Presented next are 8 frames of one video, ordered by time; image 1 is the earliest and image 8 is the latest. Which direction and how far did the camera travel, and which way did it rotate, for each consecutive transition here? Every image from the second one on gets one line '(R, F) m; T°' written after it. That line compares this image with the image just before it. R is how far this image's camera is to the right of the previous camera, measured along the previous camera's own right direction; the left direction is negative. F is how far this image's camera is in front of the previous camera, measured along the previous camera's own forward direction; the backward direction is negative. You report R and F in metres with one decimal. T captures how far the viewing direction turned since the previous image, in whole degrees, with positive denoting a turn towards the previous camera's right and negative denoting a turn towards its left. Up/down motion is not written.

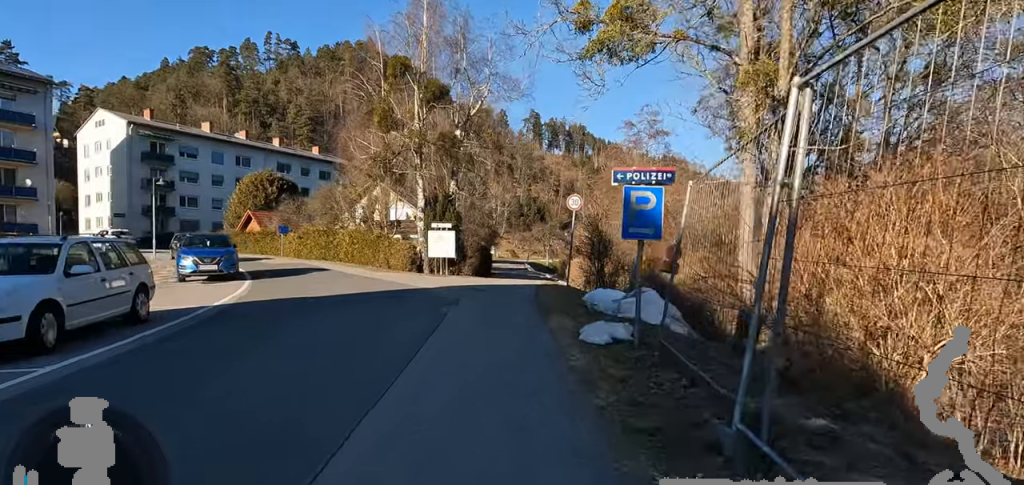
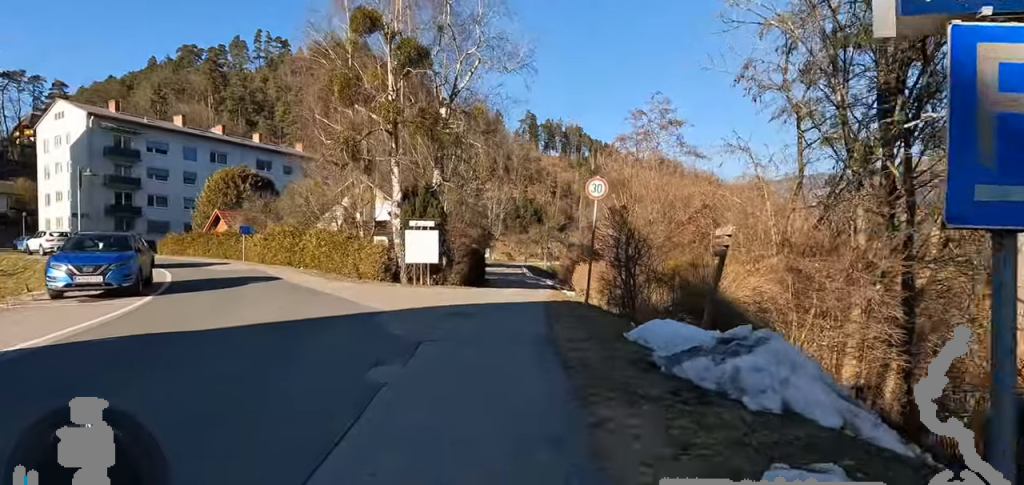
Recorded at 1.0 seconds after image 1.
(-0.4, +4.6) m; +4°
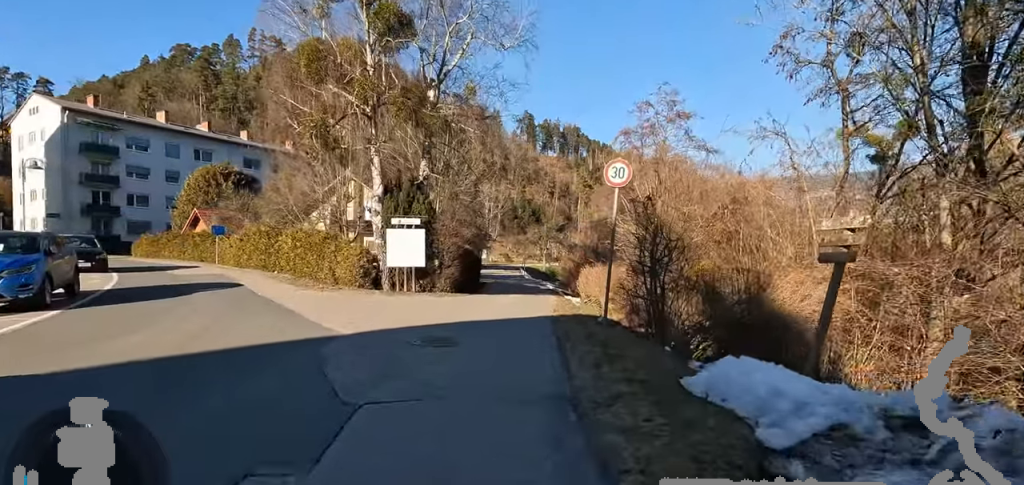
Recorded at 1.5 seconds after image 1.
(+0.4, +2.8) m; +7°
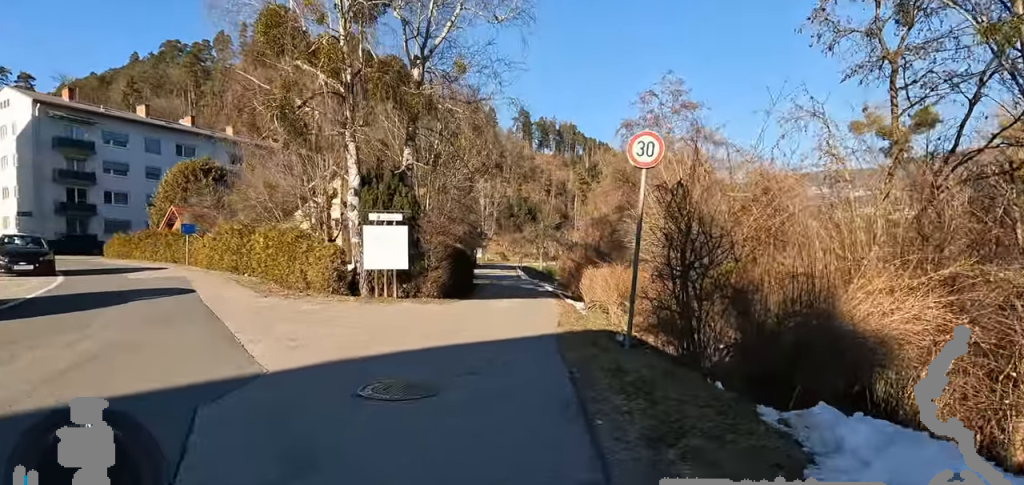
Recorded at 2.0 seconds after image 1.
(+0.1, +2.4) m; +2°
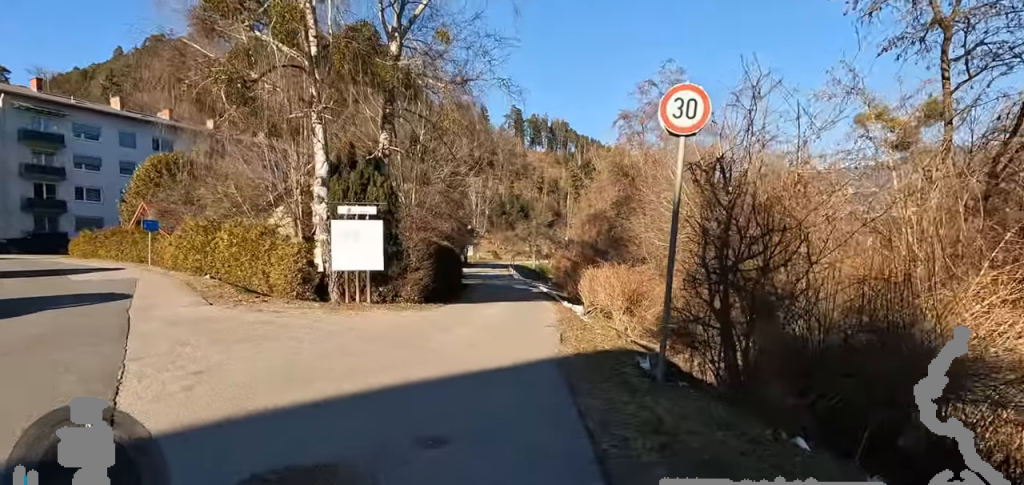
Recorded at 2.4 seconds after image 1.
(0.0, +2.1) m; 0°
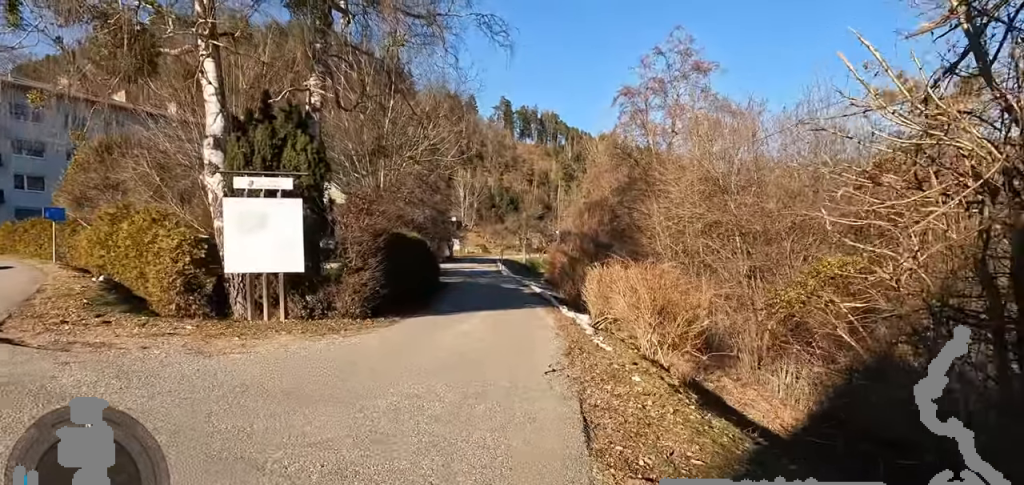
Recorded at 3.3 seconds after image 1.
(0.0, +4.4) m; 0°
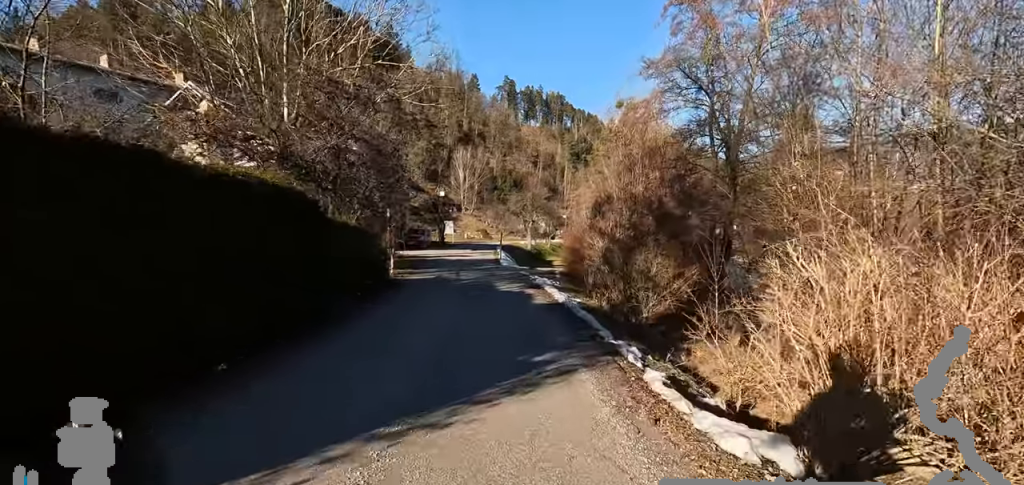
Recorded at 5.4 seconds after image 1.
(0.0, +10.0) m; 0°
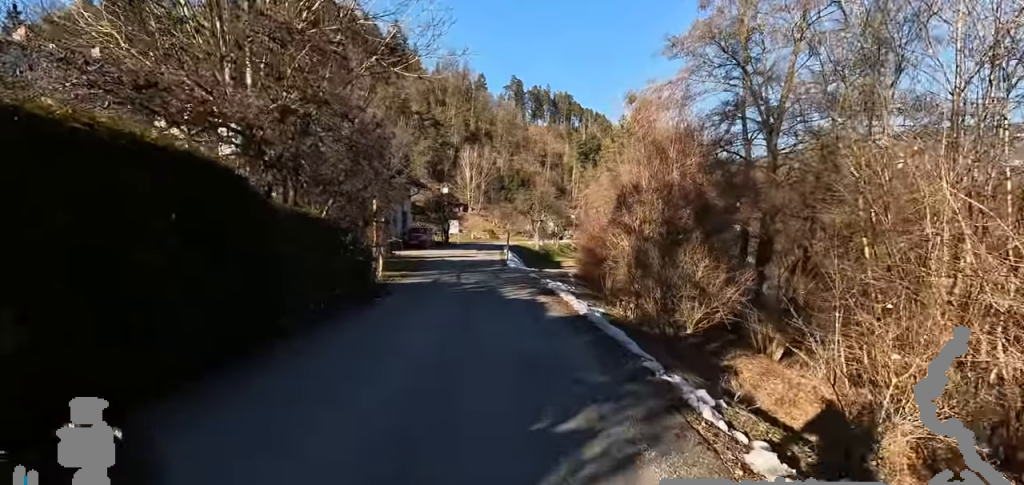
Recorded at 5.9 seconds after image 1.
(0.0, +2.2) m; 0°
